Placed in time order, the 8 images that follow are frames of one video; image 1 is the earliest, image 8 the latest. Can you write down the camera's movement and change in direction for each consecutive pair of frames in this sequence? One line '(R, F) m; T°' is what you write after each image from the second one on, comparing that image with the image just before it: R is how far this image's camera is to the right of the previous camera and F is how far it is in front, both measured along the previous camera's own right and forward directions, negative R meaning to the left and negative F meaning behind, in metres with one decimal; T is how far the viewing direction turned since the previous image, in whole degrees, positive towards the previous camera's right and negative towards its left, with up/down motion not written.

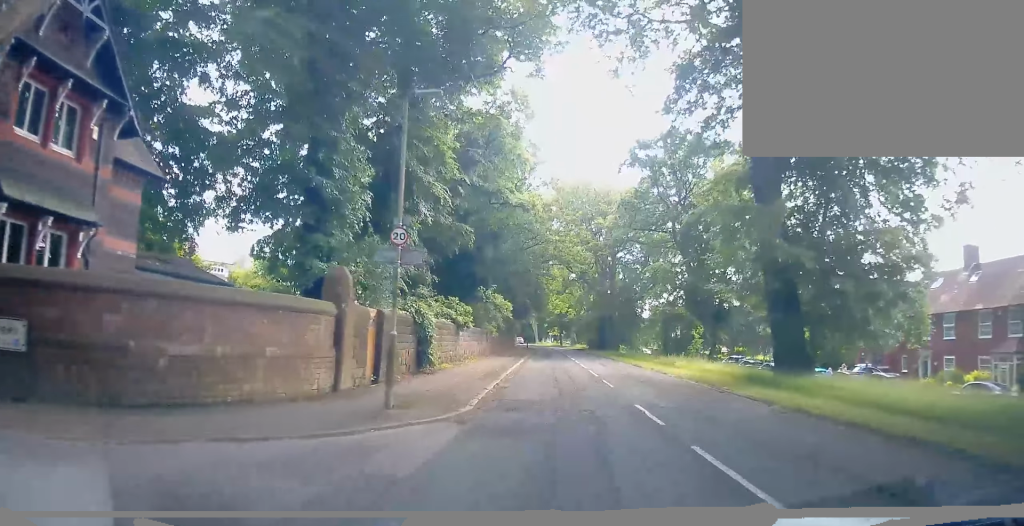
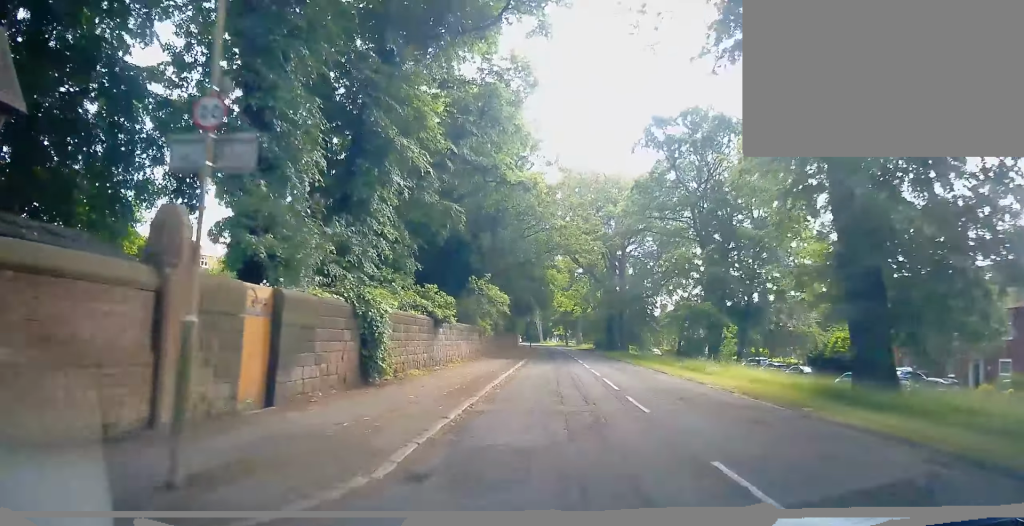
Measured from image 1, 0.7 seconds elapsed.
(+0.4, +5.3) m; +2°
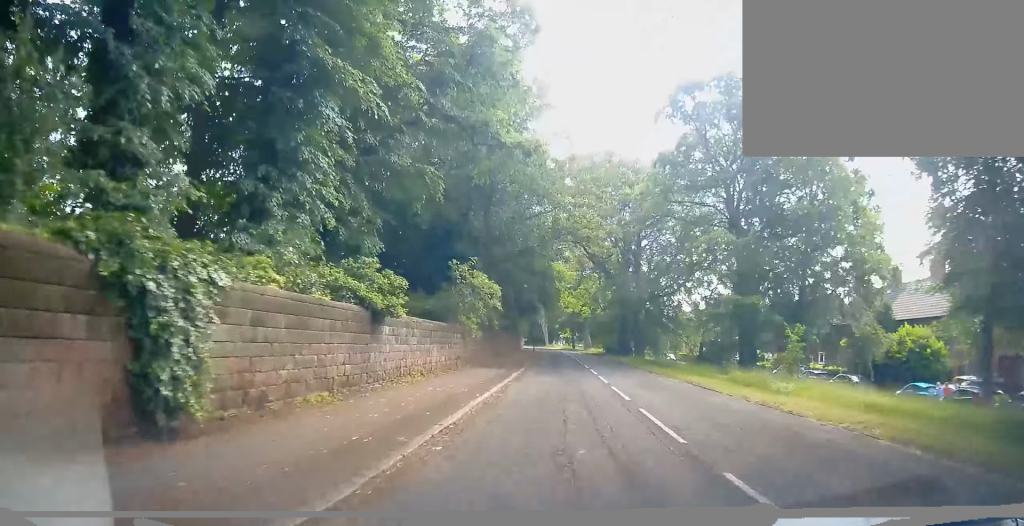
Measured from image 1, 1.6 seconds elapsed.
(0.0, +7.2) m; +1°
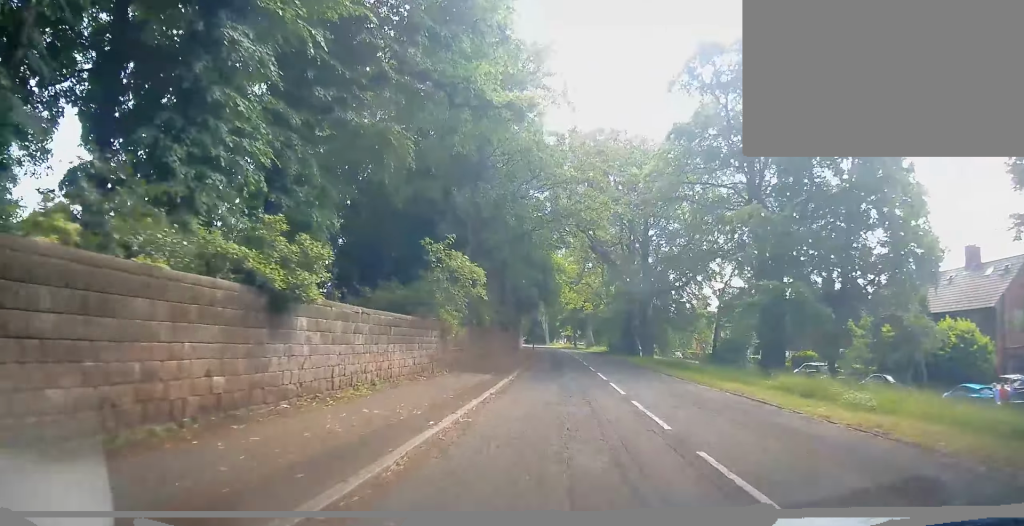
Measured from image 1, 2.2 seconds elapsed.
(0.0, +4.7) m; +1°
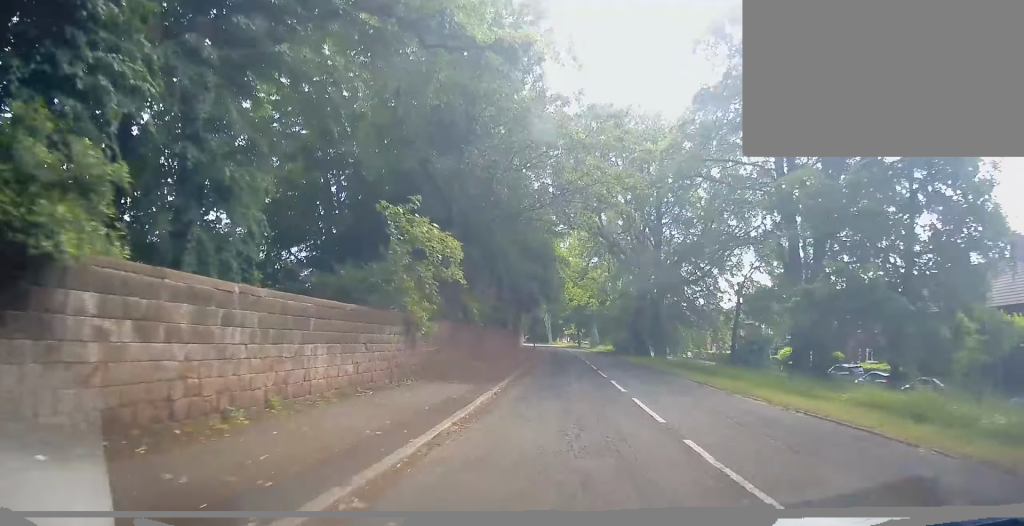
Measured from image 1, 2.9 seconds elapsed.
(+0.1, +5.0) m; +2°
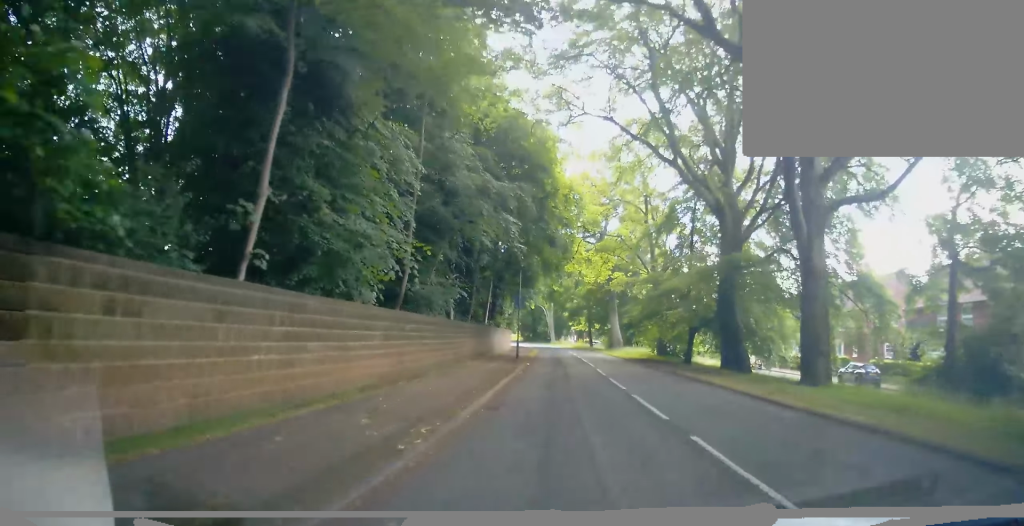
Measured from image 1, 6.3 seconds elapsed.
(-1.5, +27.3) m; -6°
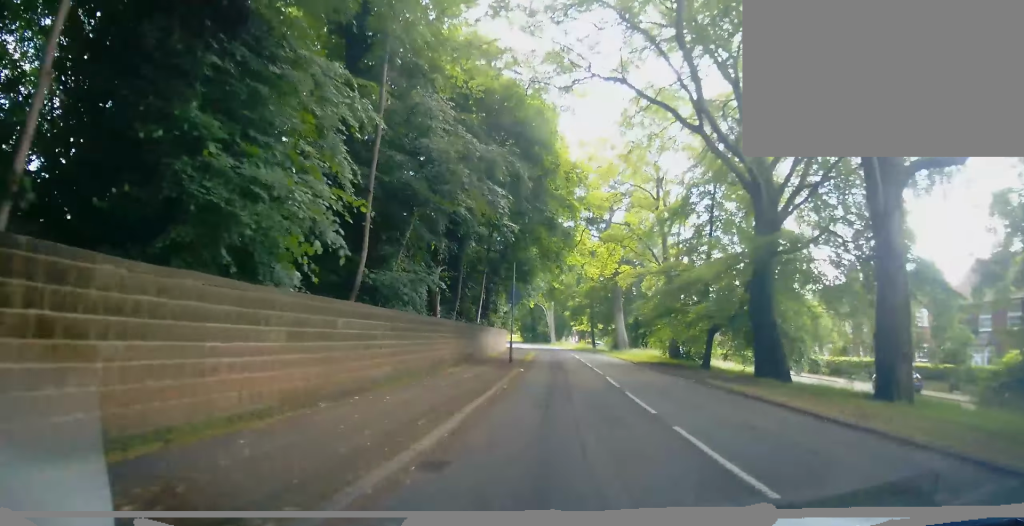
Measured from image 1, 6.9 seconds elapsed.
(+0.1, +4.7) m; -1°
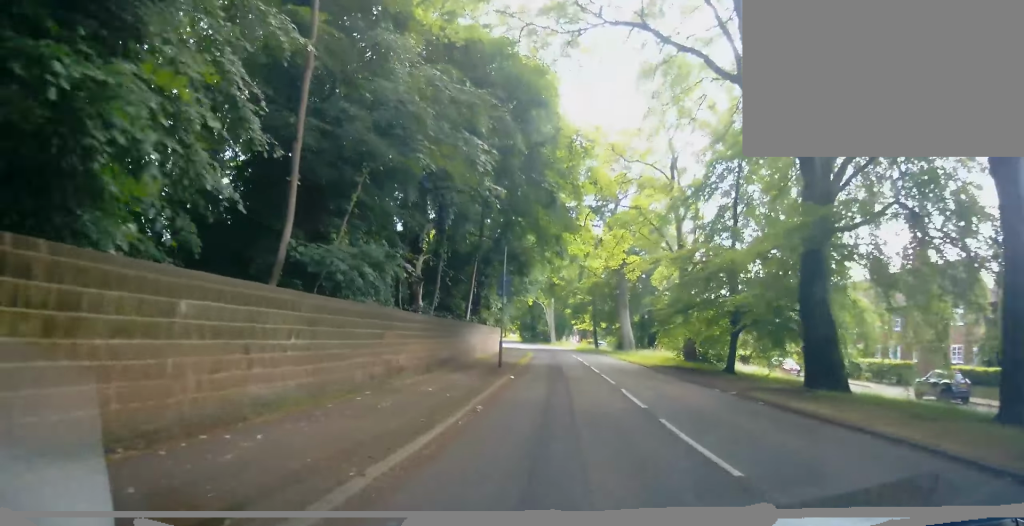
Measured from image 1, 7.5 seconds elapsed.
(-0.1, +4.8) m; +2°
